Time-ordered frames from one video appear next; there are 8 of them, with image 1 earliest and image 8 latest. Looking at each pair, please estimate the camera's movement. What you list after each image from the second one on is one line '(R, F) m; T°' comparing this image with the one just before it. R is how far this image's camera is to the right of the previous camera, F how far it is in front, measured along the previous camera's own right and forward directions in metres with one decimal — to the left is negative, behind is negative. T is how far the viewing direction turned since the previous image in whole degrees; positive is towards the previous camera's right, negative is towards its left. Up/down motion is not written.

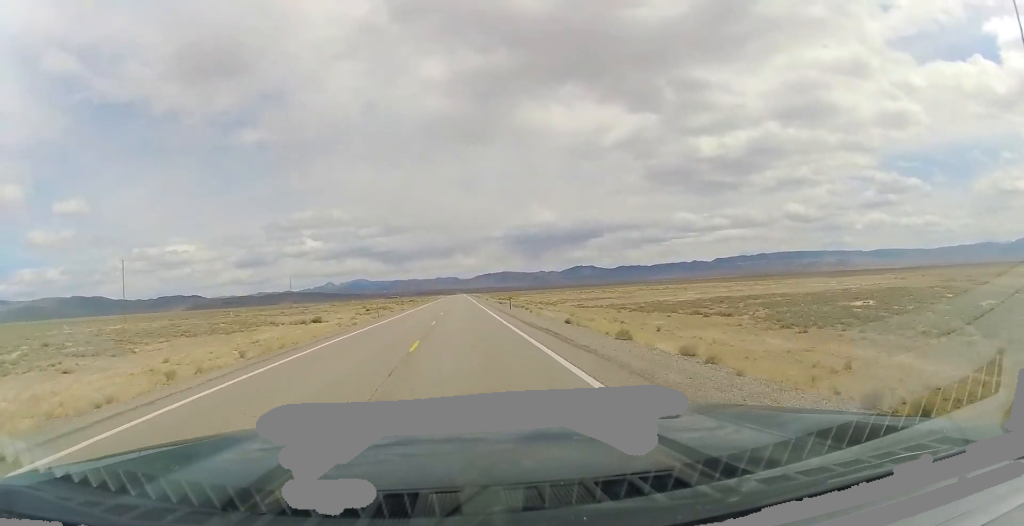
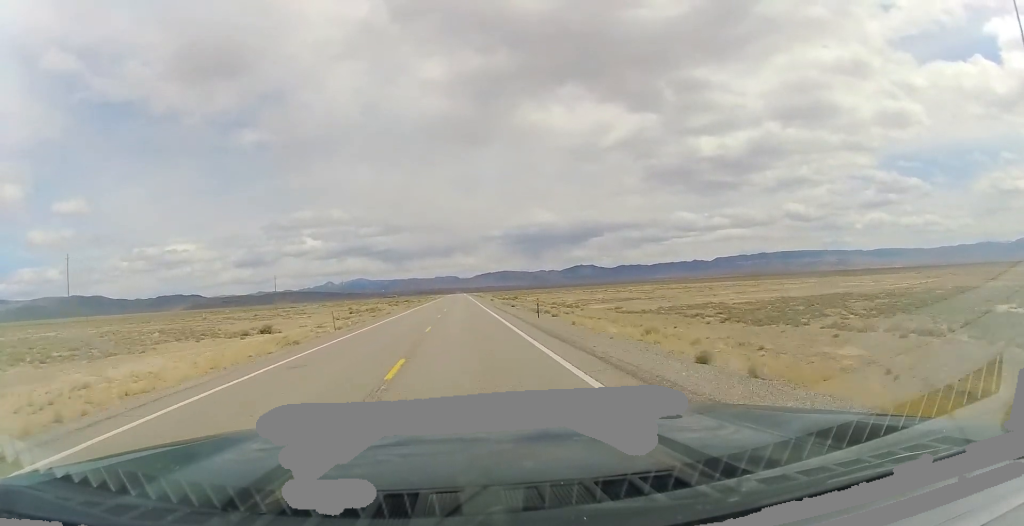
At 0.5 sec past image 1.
(0.0, +17.1) m; 0°
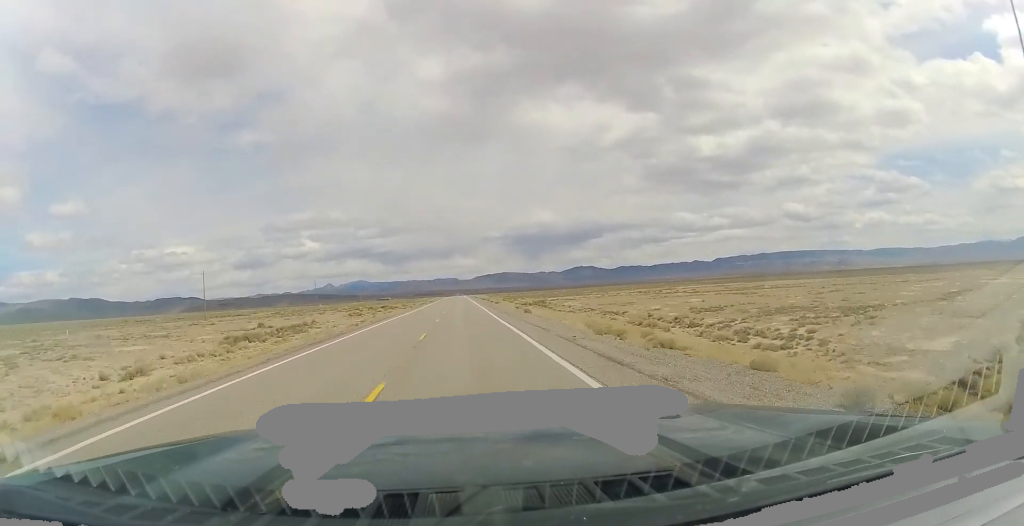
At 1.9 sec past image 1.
(+0.1, +52.3) m; 0°
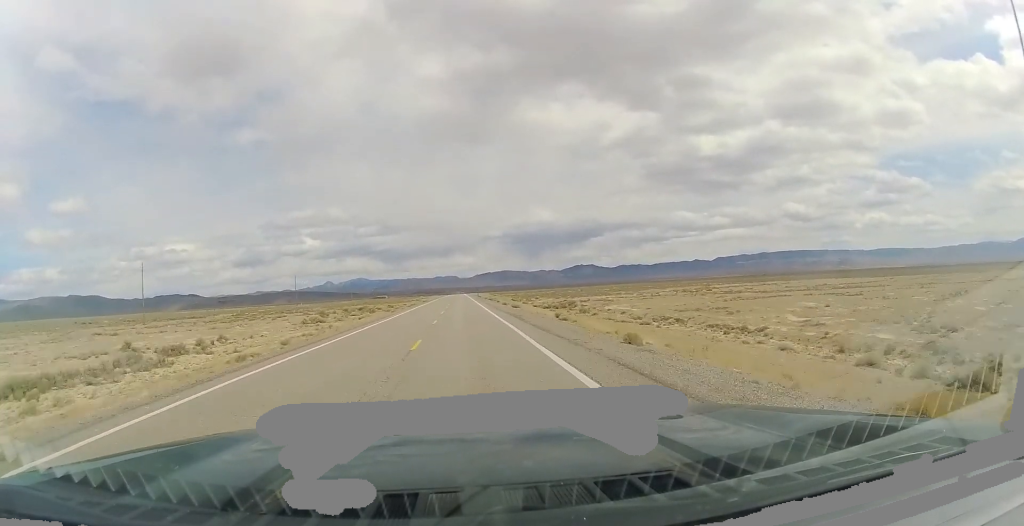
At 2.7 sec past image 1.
(0.0, +27.9) m; 0°
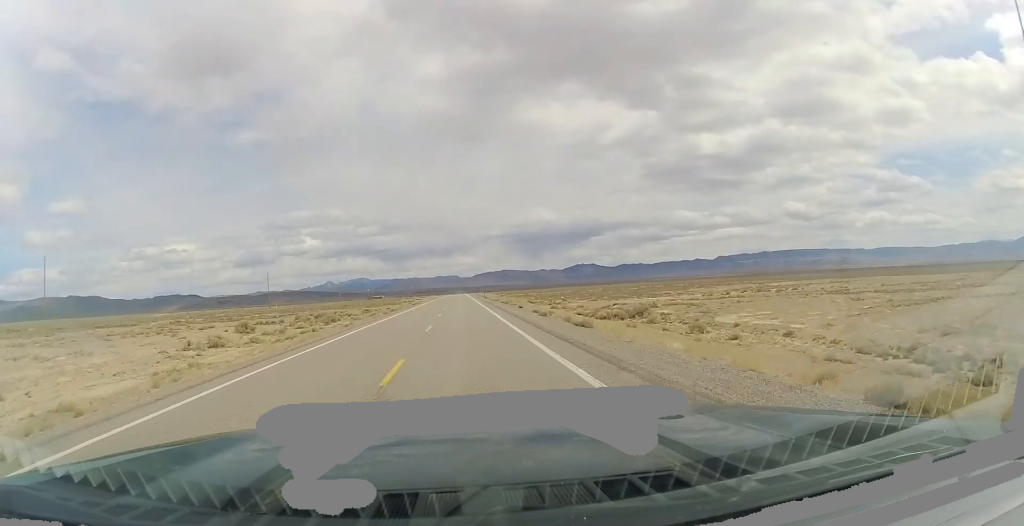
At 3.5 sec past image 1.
(0.0, +30.3) m; 0°
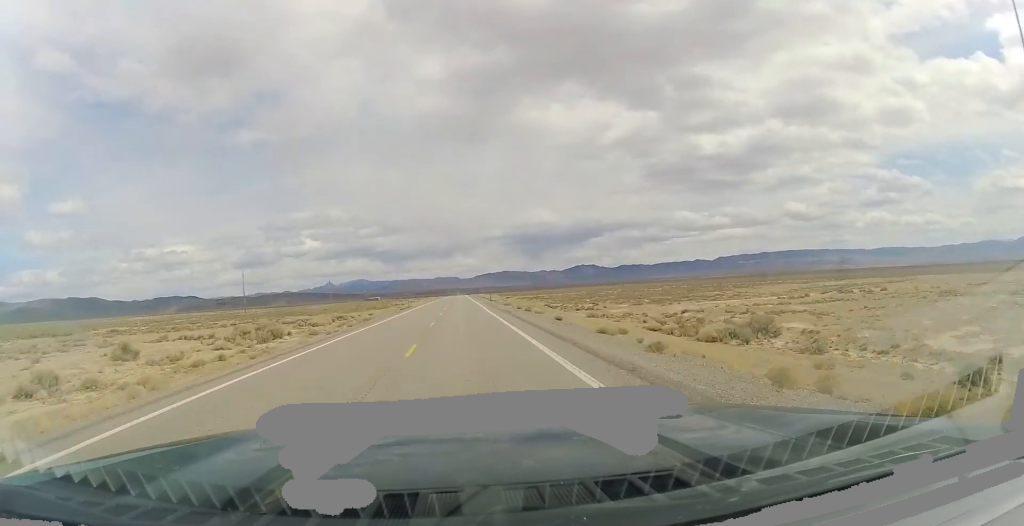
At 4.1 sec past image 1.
(-0.1, +20.6) m; 0°
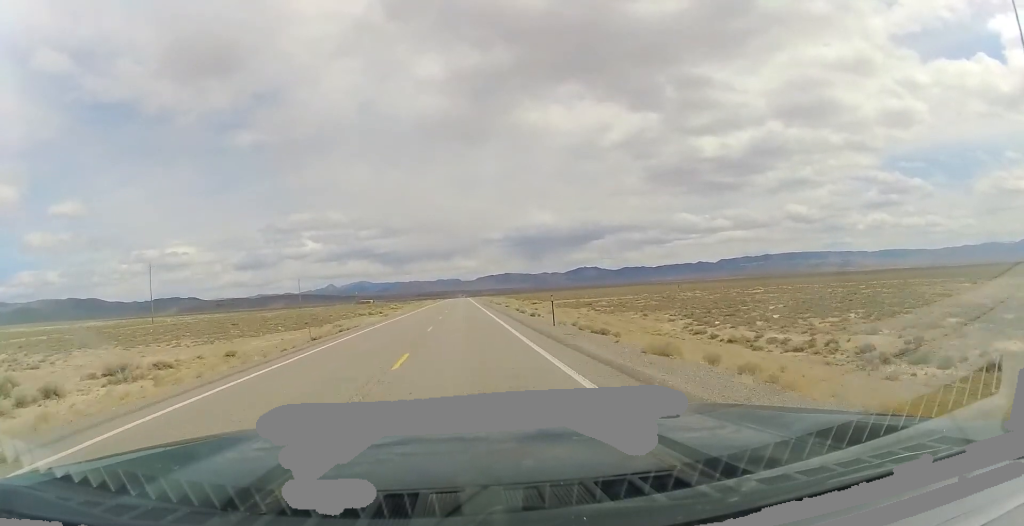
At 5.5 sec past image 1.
(-0.3, +50.8) m; -1°
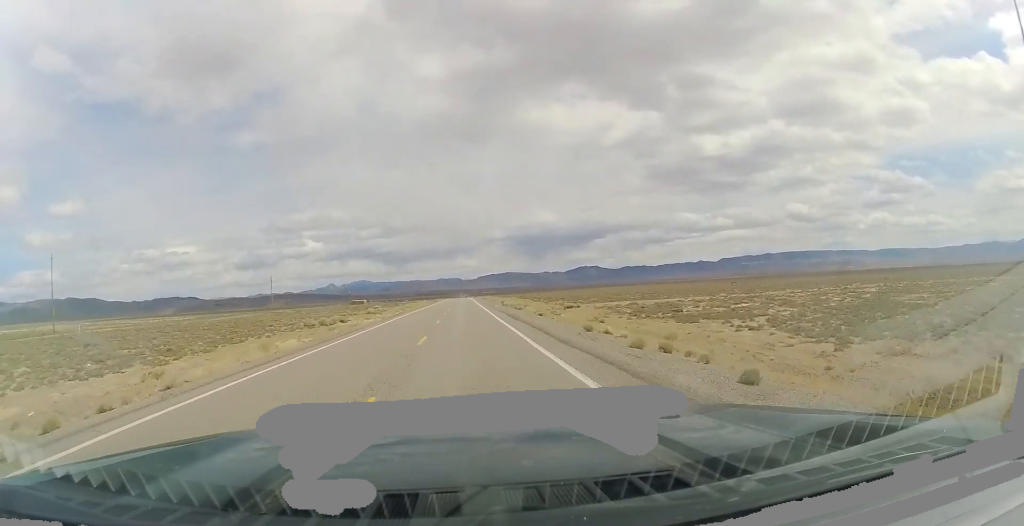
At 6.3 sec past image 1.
(-0.4, +31.5) m; 0°
